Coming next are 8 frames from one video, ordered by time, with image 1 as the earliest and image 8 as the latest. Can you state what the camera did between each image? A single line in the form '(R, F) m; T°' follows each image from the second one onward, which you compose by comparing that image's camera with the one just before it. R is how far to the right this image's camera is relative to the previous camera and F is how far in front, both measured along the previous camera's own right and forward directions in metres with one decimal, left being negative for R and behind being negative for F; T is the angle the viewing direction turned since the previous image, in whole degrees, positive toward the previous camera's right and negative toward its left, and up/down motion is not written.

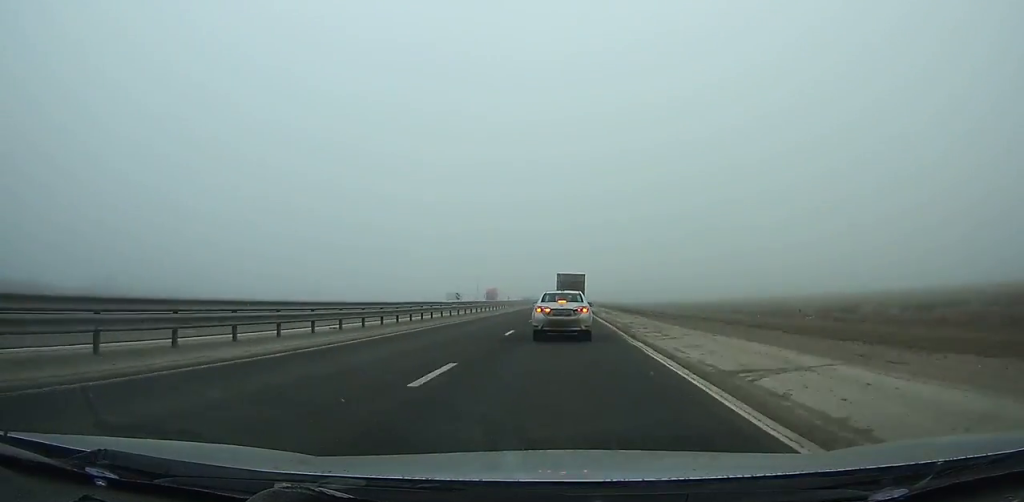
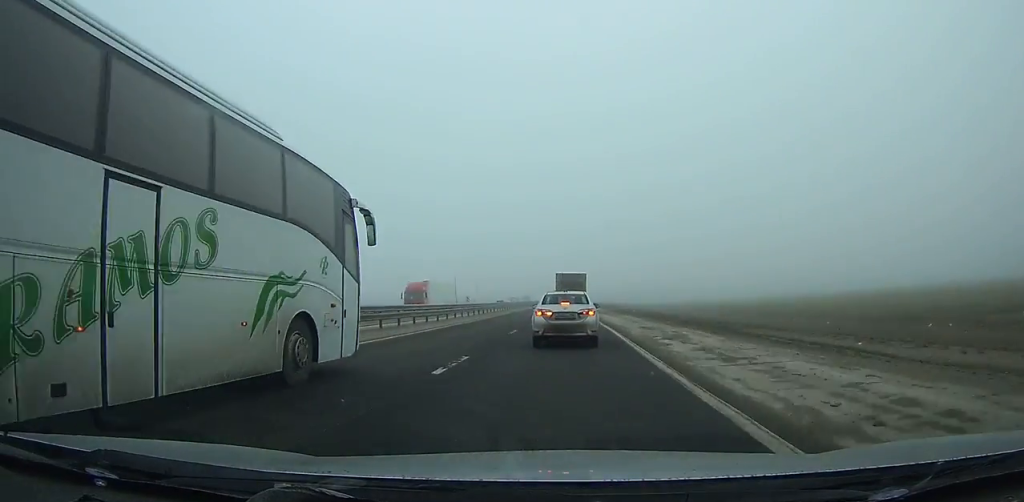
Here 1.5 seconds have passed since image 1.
(-0.1, +33.2) m; 0°
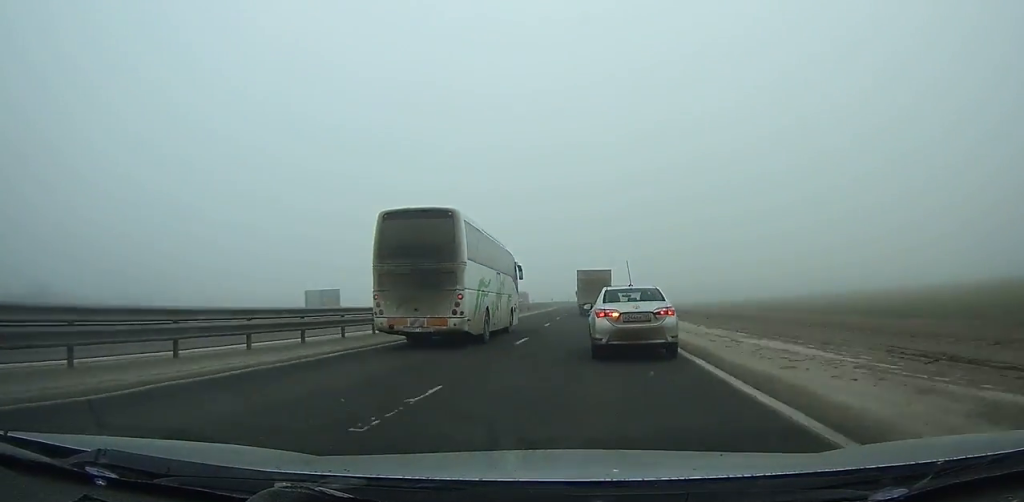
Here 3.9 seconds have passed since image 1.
(-0.2, +52.8) m; 0°
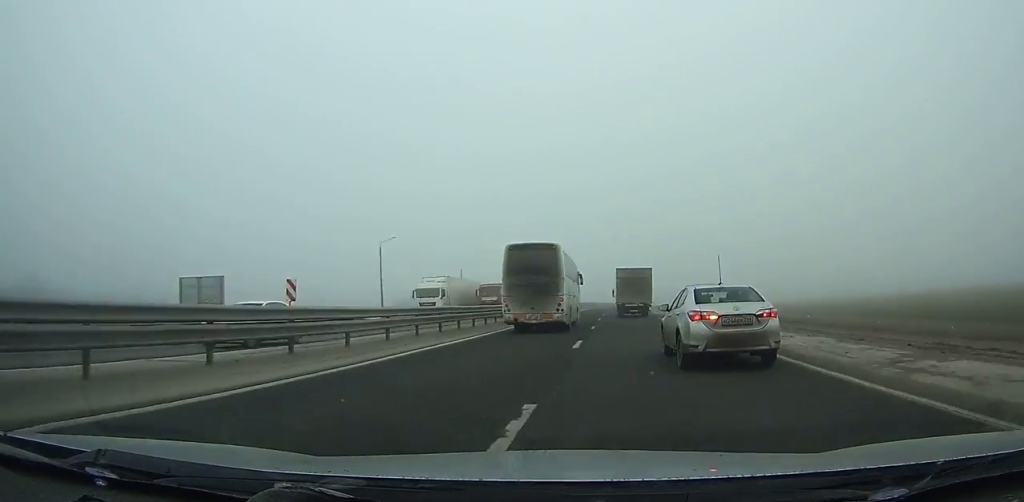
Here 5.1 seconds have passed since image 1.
(-0.3, +26.8) m; +1°
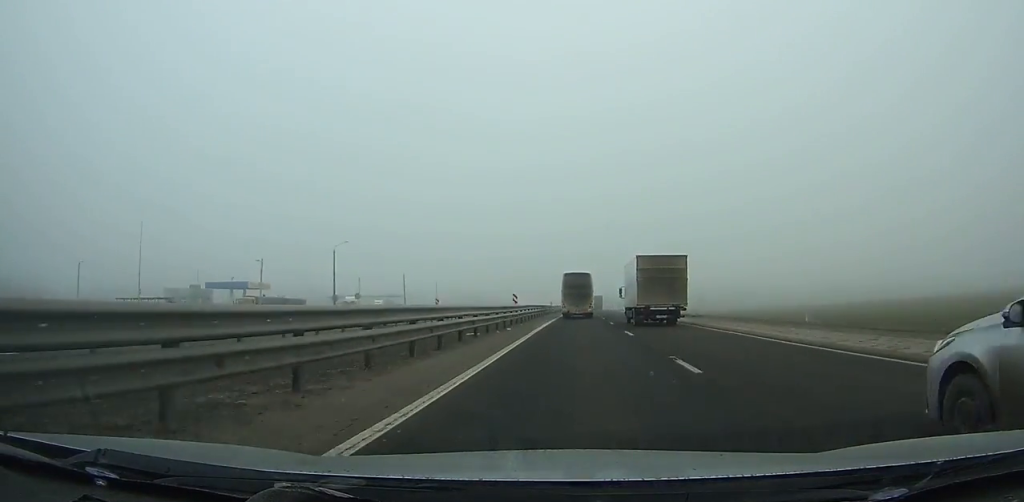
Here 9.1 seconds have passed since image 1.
(+2.1, +92.2) m; +3°
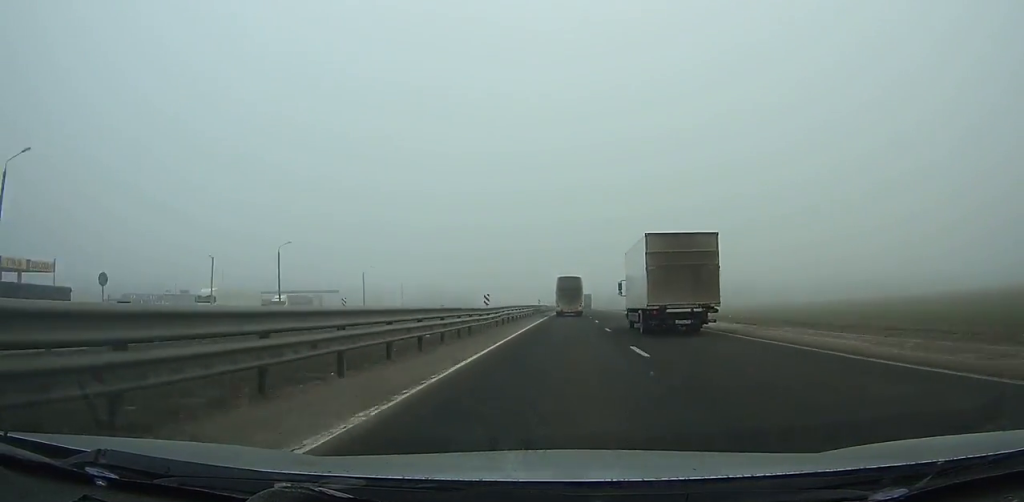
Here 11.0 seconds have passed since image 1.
(+0.5, +46.5) m; +1°
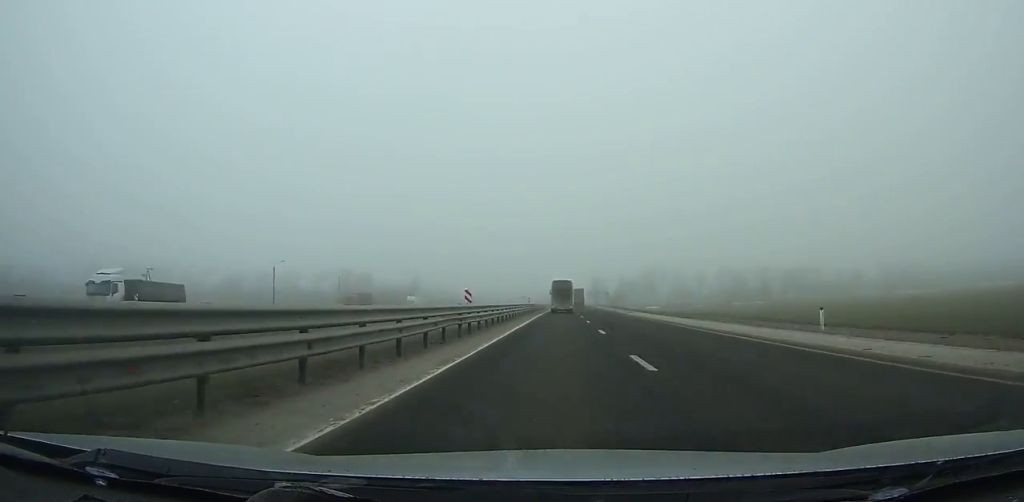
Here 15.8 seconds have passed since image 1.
(+1.2, +122.9) m; +1°
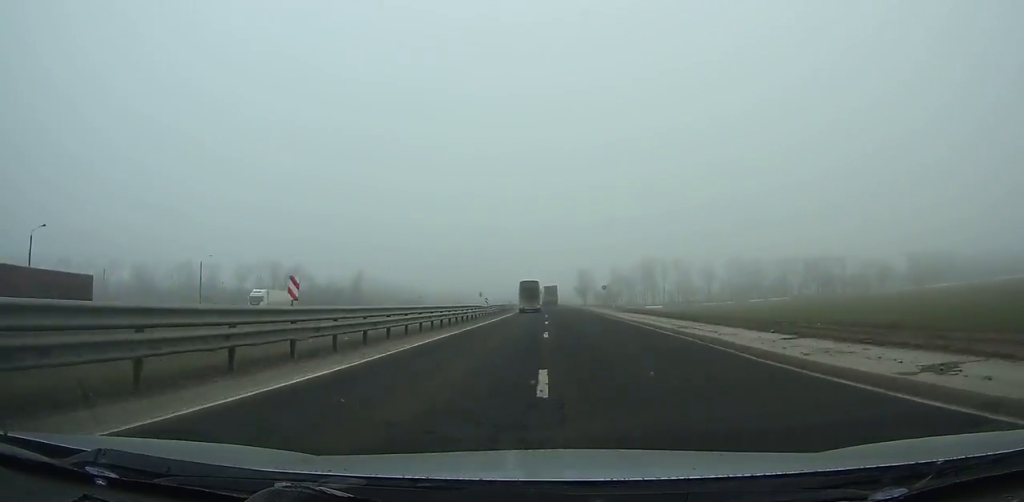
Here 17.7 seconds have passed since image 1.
(+0.5, +50.3) m; -1°
